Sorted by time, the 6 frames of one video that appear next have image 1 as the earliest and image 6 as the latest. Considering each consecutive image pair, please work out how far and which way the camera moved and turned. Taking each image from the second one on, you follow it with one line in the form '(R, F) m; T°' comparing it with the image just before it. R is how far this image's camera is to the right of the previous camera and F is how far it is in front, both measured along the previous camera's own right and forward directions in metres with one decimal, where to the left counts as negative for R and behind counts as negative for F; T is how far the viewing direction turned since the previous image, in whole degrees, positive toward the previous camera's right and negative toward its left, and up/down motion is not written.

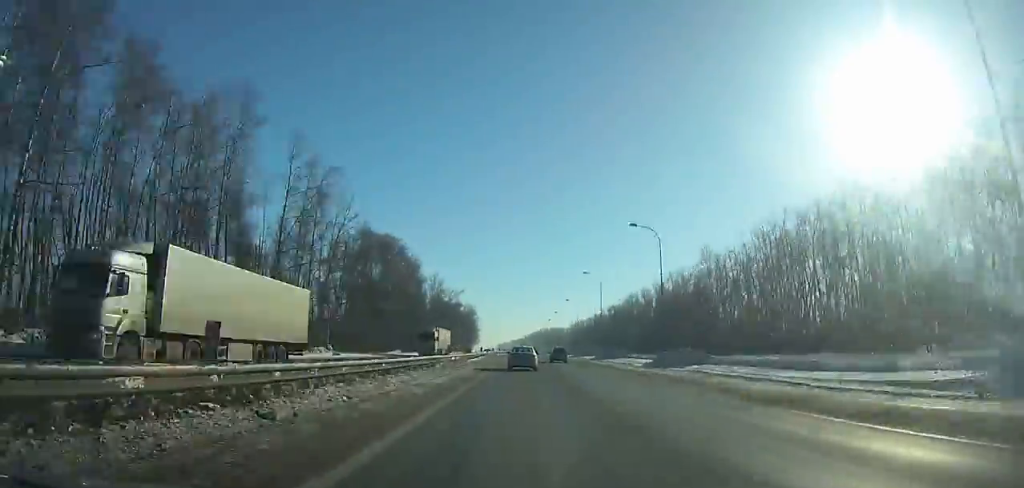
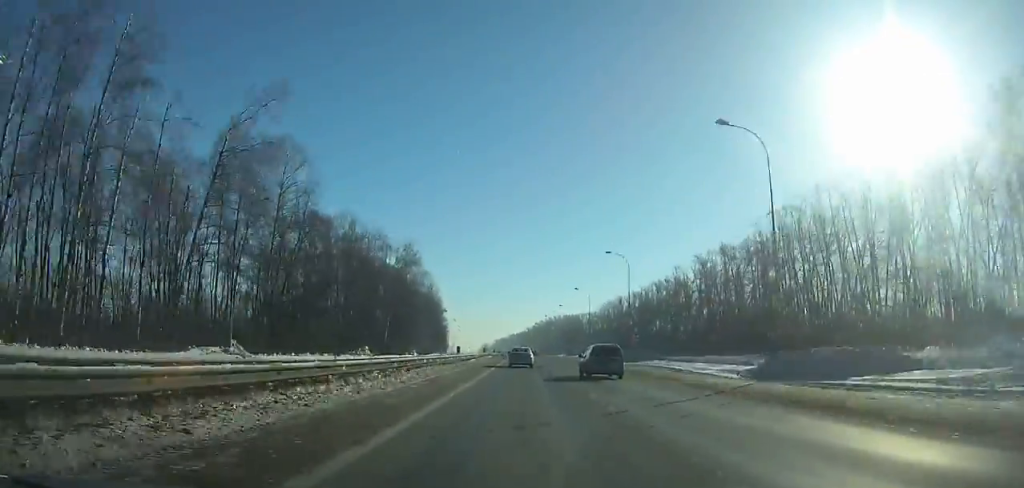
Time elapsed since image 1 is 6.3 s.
(-0.3, +161.8) m; -1°
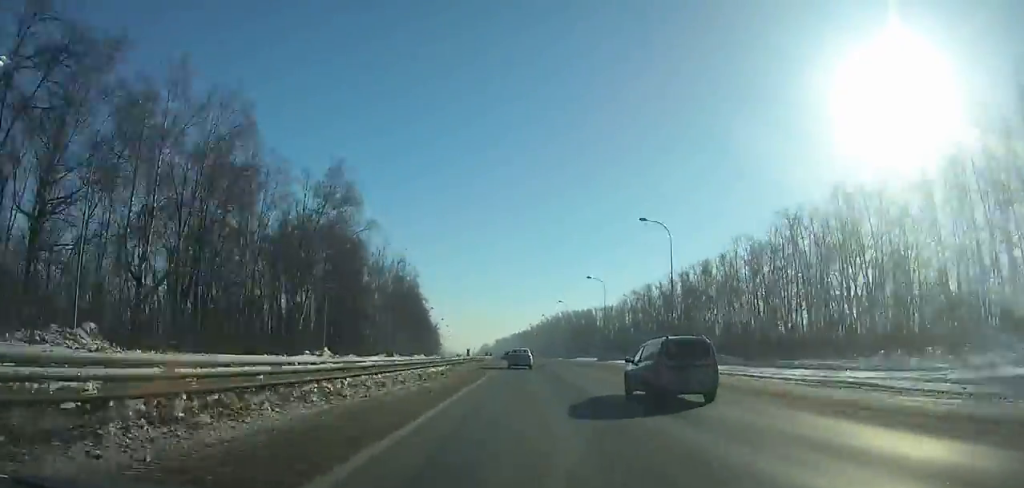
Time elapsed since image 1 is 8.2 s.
(-0.2, +50.4) m; -1°
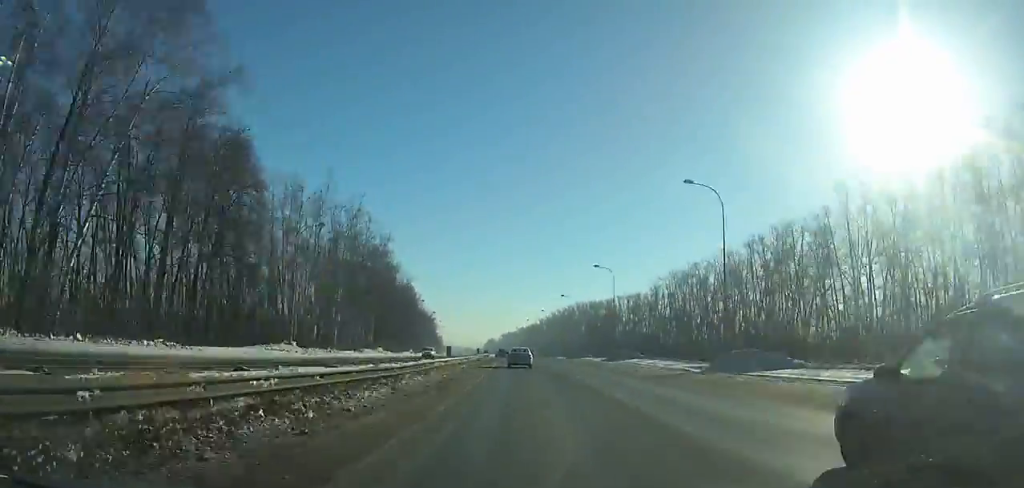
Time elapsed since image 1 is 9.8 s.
(0.0, +42.8) m; -1°
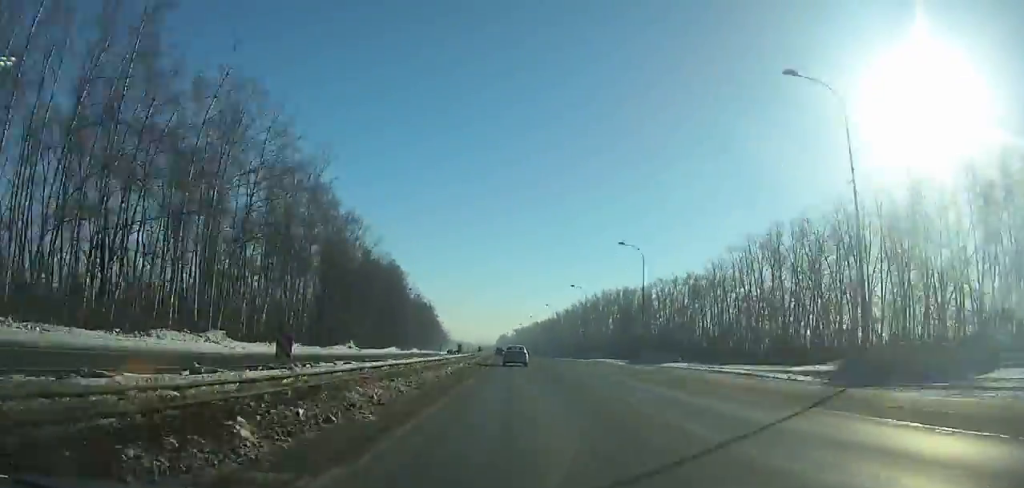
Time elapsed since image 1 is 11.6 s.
(-0.7, +48.6) m; -1°
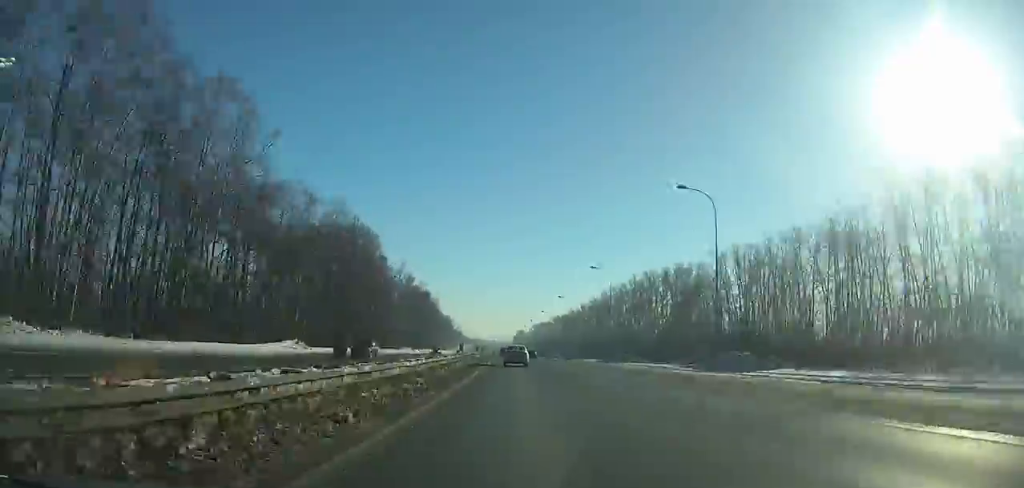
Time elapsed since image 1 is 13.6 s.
(-0.5, +54.3) m; -1°
